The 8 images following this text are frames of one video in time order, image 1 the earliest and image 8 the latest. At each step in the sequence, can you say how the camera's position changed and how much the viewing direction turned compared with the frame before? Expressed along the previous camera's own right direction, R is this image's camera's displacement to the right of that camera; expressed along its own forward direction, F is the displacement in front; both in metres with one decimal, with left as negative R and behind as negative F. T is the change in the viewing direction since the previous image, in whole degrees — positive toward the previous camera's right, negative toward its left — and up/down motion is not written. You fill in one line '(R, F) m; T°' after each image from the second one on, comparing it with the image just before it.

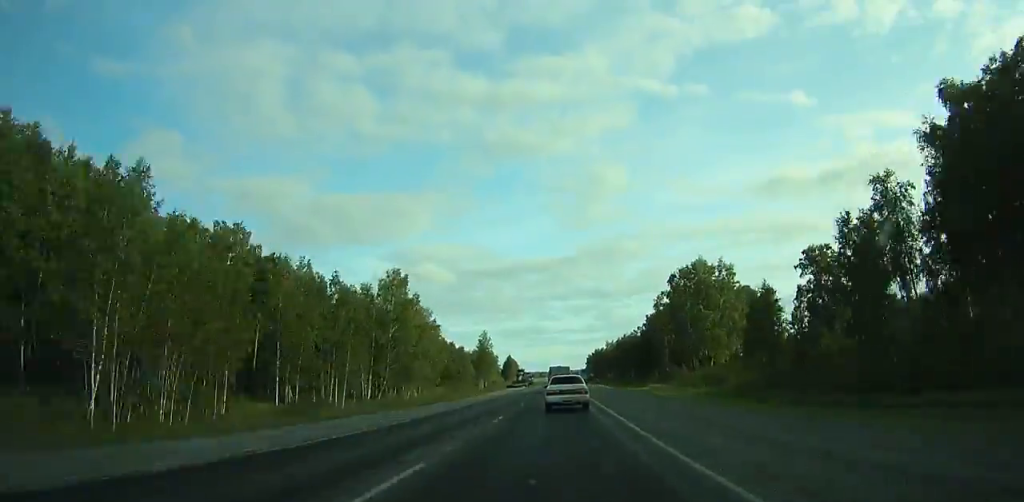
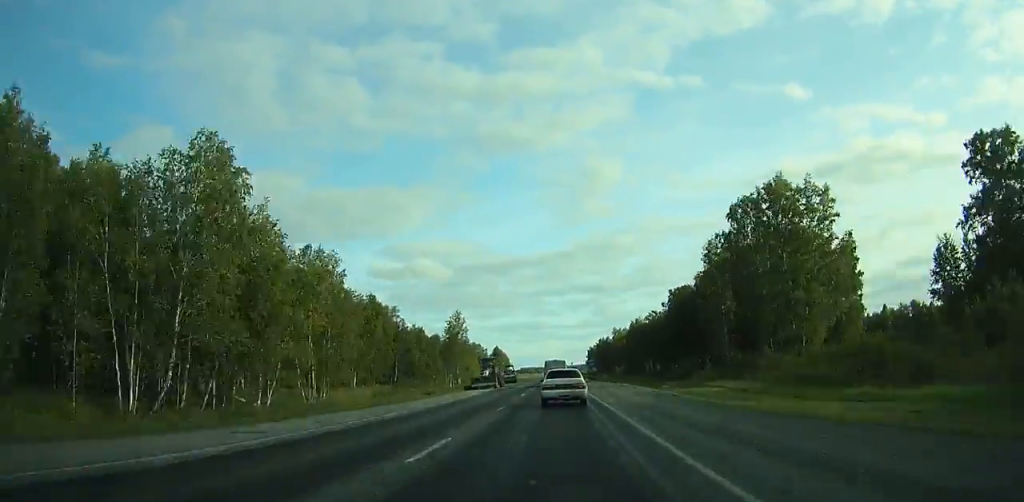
(+0.1, +45.4) m; +1°
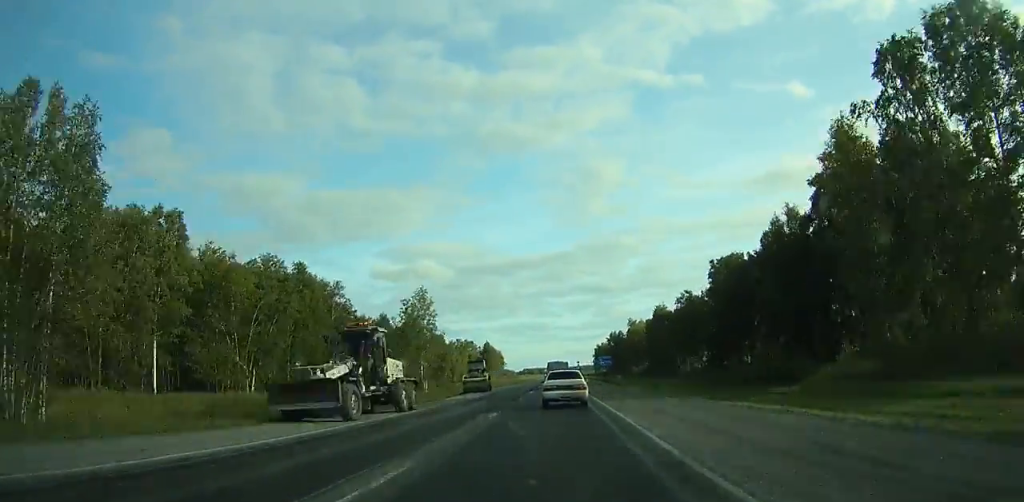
(-0.7, +38.7) m; +2°
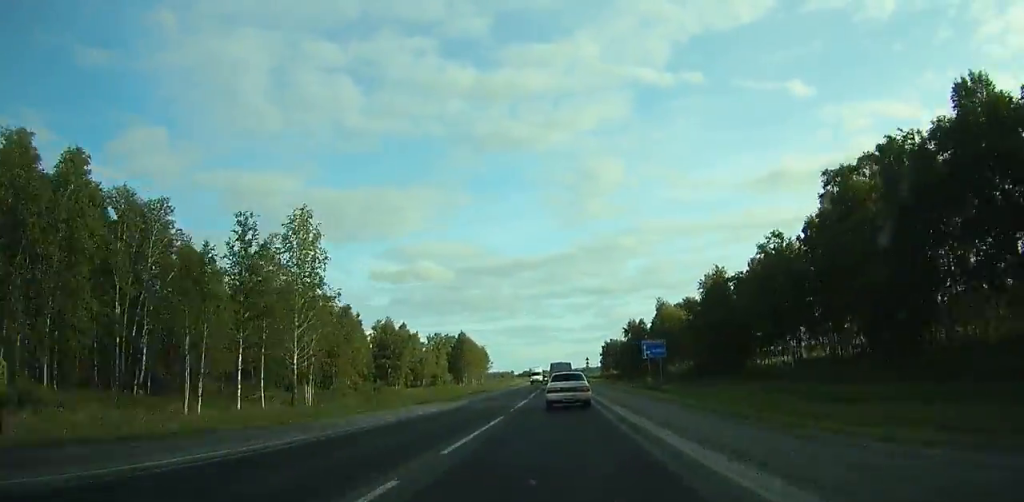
(+2.4, +49.9) m; -1°
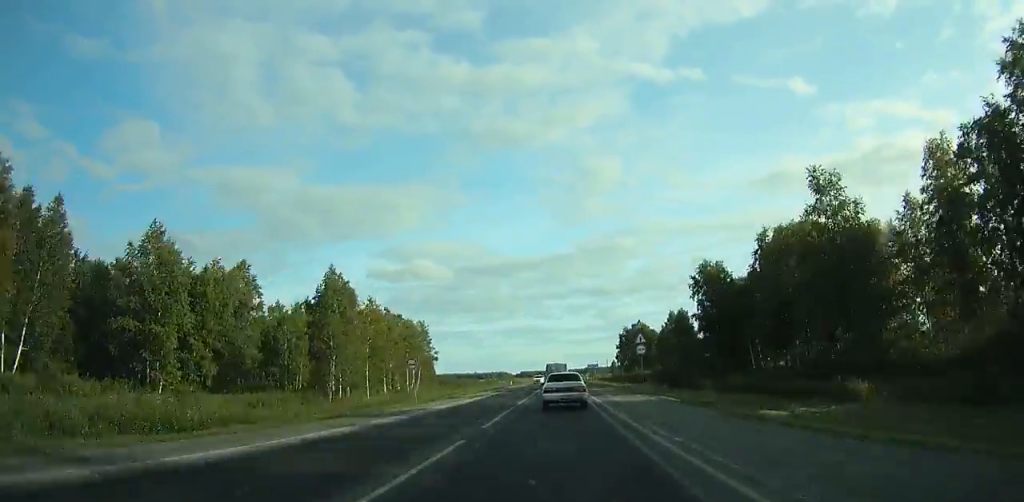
(-5.0, +79.4) m; -5°
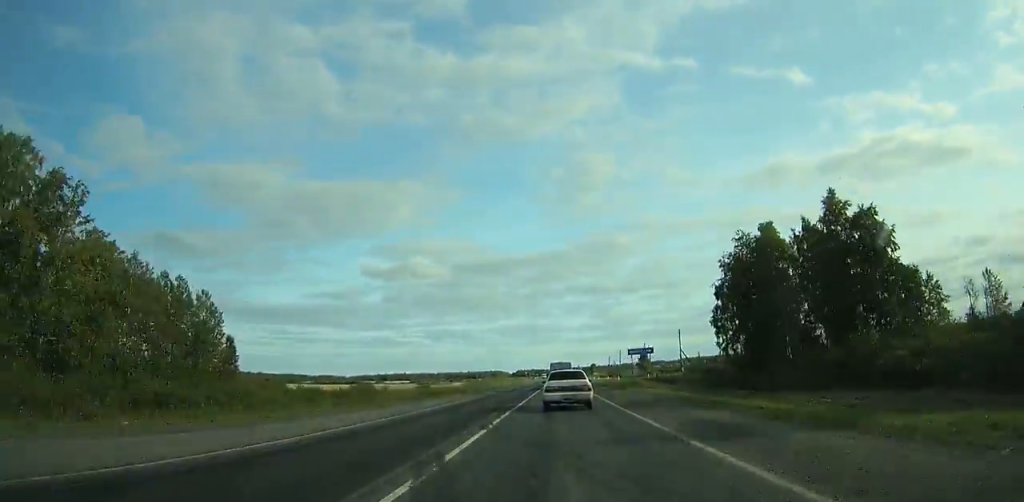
(+2.6, +119.5) m; +2°
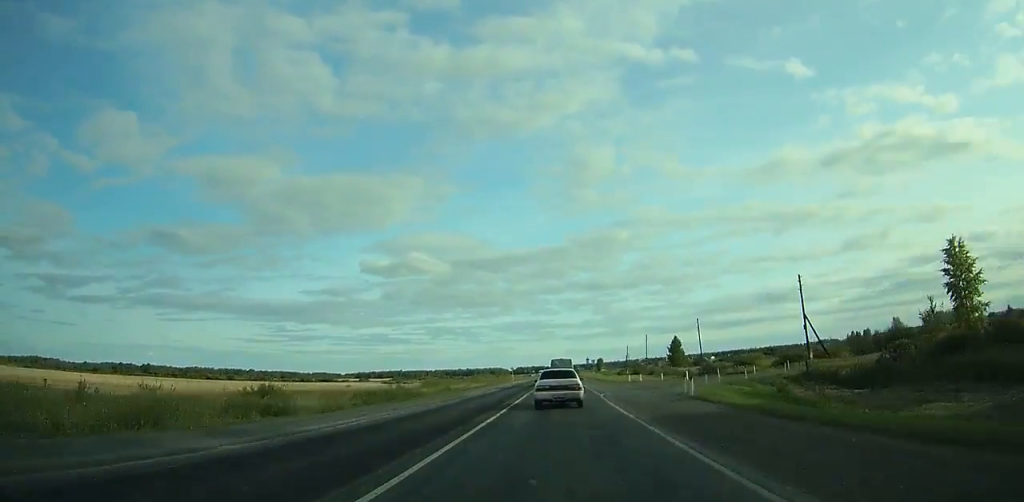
(-0.1, +58.9) m; 0°
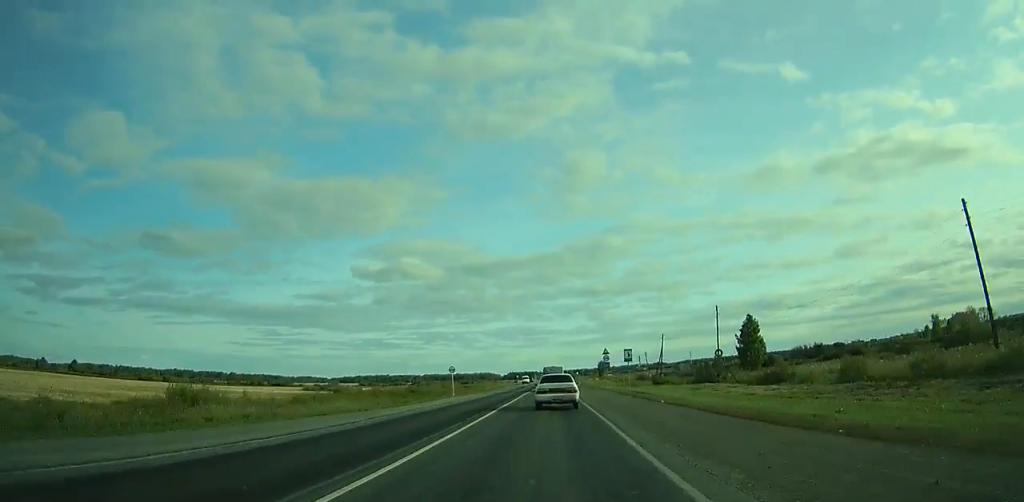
(+0.2, +66.1) m; 0°
